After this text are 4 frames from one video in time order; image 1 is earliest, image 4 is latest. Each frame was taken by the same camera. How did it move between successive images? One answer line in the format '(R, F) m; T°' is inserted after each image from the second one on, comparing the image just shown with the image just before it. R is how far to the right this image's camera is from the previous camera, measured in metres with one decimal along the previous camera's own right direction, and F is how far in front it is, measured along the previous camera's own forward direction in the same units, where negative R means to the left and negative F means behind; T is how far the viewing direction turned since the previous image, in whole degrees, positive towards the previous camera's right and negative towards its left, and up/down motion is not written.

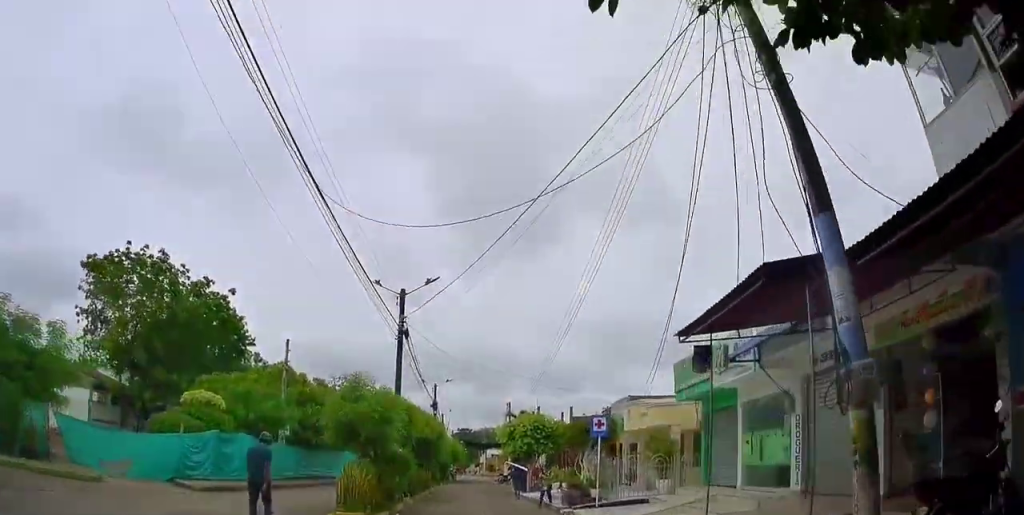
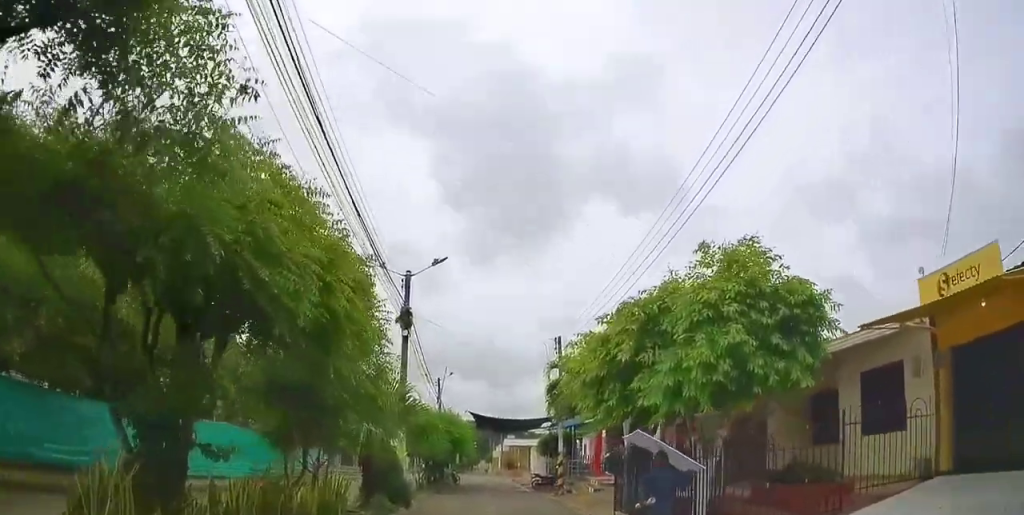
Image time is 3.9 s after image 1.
(+2.2, +24.6) m; +1°
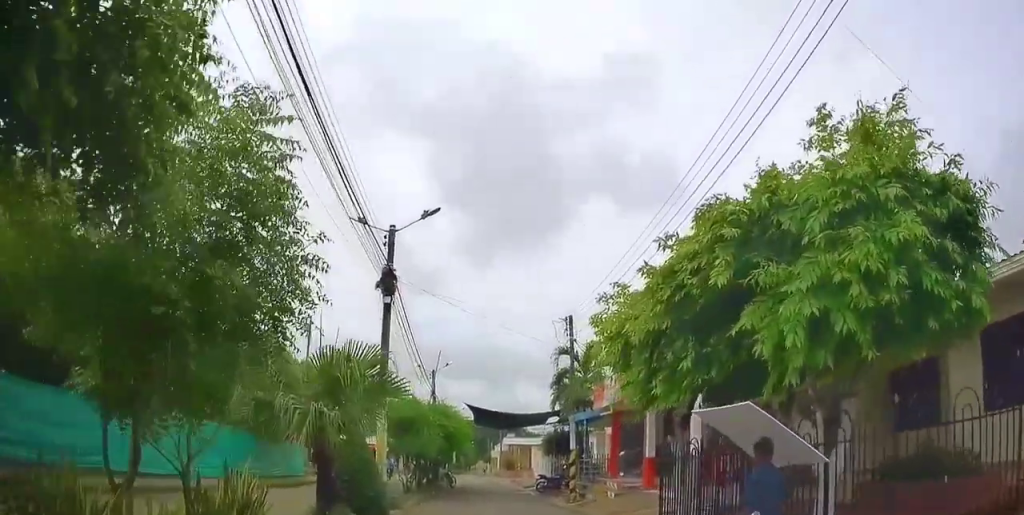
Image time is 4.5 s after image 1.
(0.0, +3.7) m; 0°
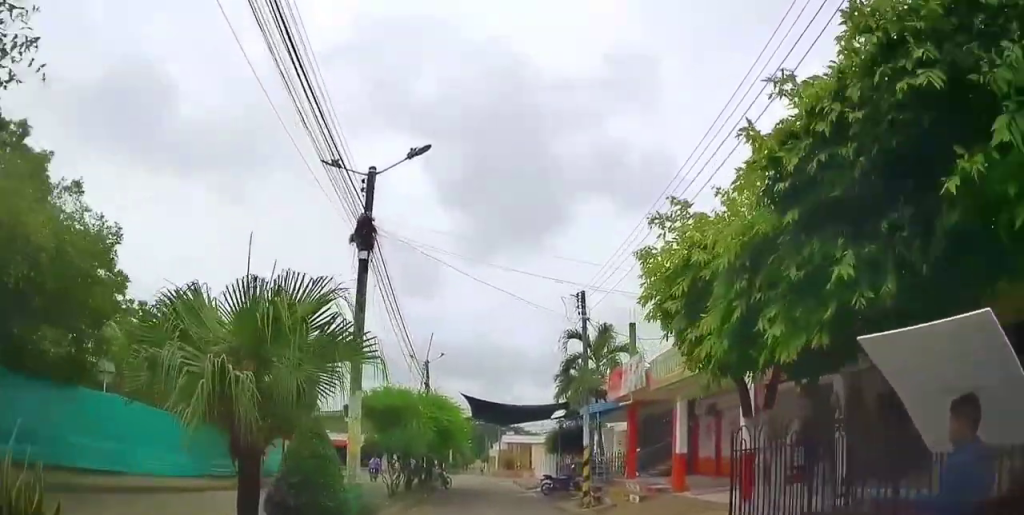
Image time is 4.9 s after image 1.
(0.0, +3.2) m; 0°
